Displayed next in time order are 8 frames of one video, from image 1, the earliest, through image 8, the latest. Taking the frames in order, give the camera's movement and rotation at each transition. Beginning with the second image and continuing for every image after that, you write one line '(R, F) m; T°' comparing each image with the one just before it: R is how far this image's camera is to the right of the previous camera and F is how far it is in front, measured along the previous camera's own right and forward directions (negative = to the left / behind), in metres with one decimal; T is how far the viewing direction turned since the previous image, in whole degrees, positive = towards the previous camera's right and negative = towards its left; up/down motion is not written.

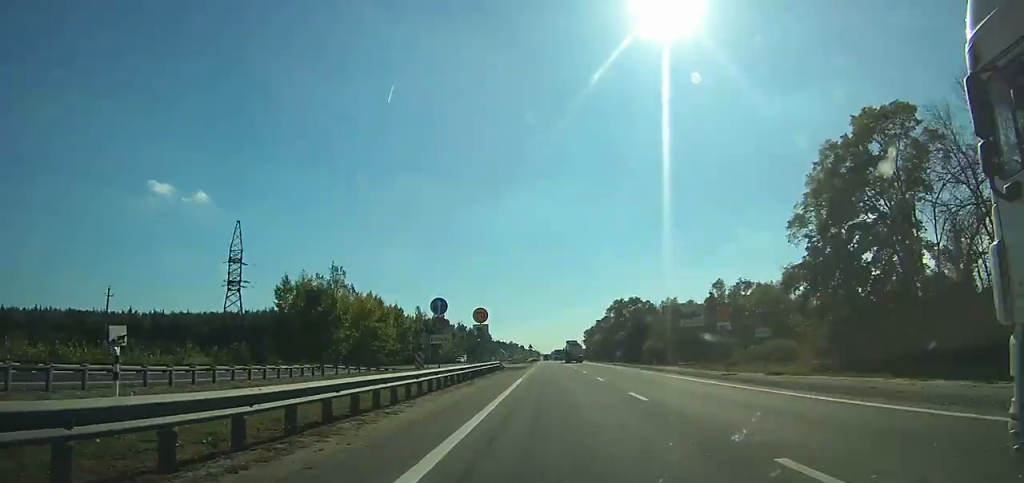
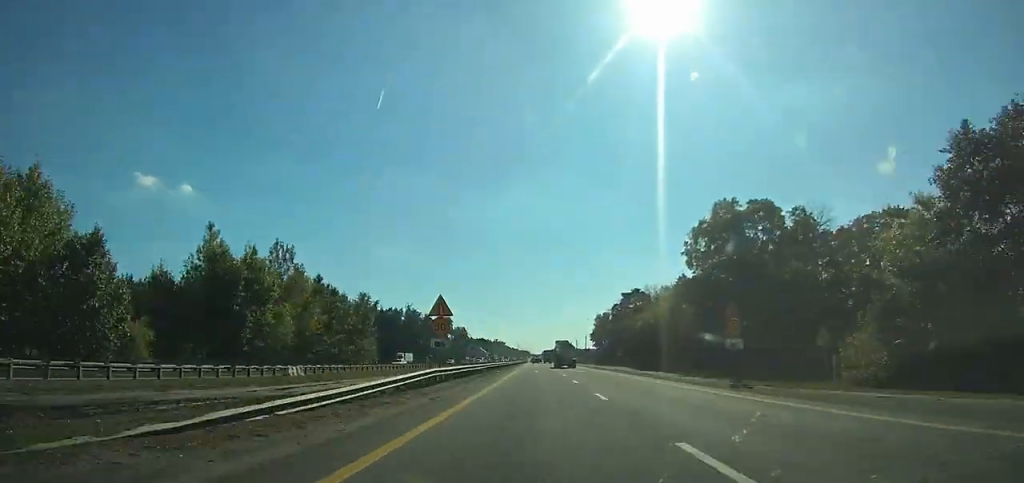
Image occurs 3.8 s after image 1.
(+0.5, +101.7) m; +1°
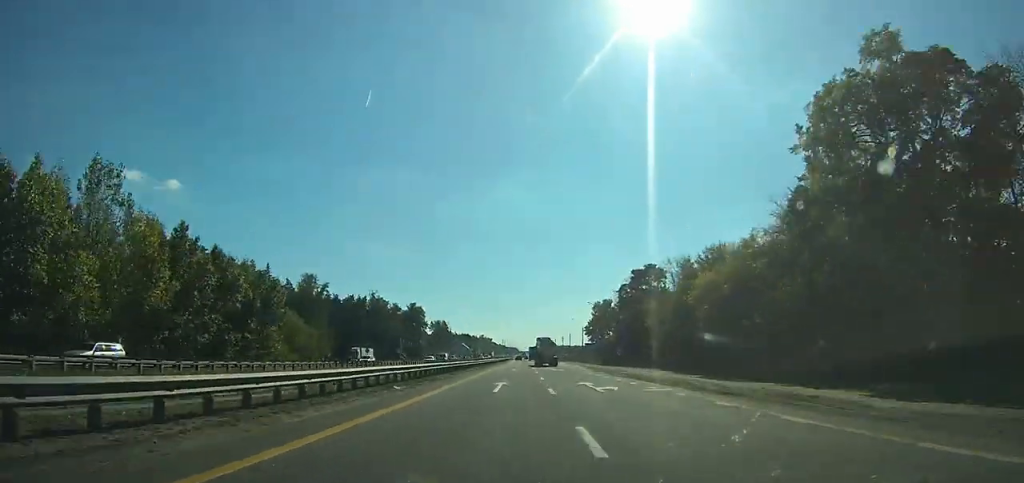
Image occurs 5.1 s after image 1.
(+0.1, +33.7) m; 0°
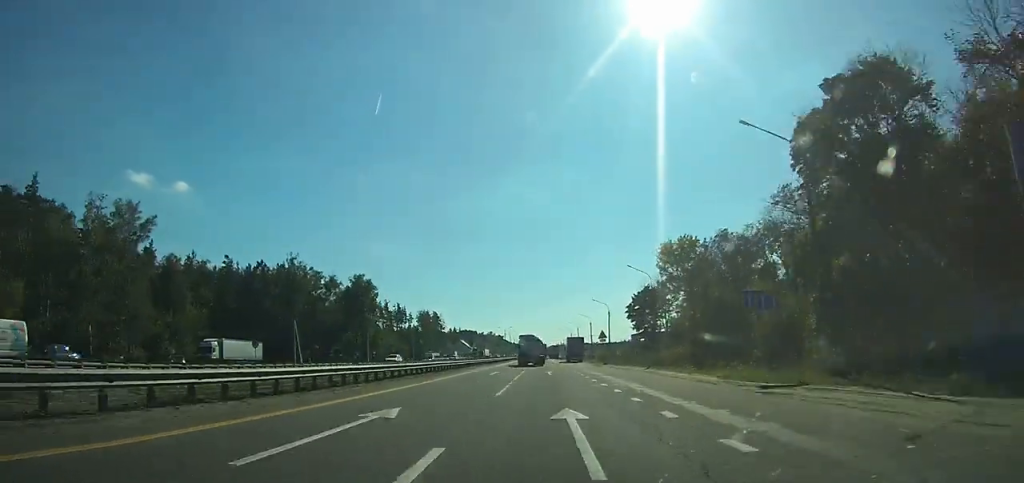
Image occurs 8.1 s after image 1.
(+0.1, +75.9) m; 0°
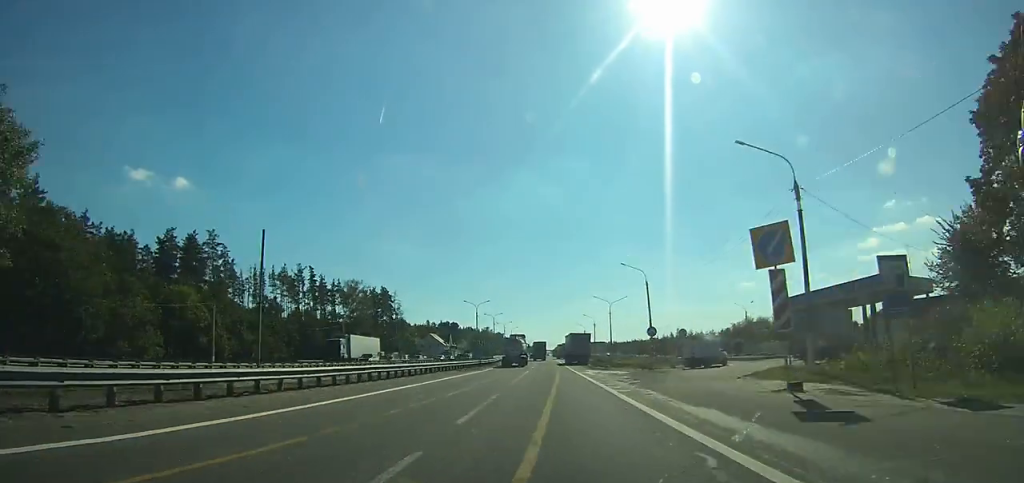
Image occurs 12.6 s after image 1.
(-1.1, +103.5) m; -1°
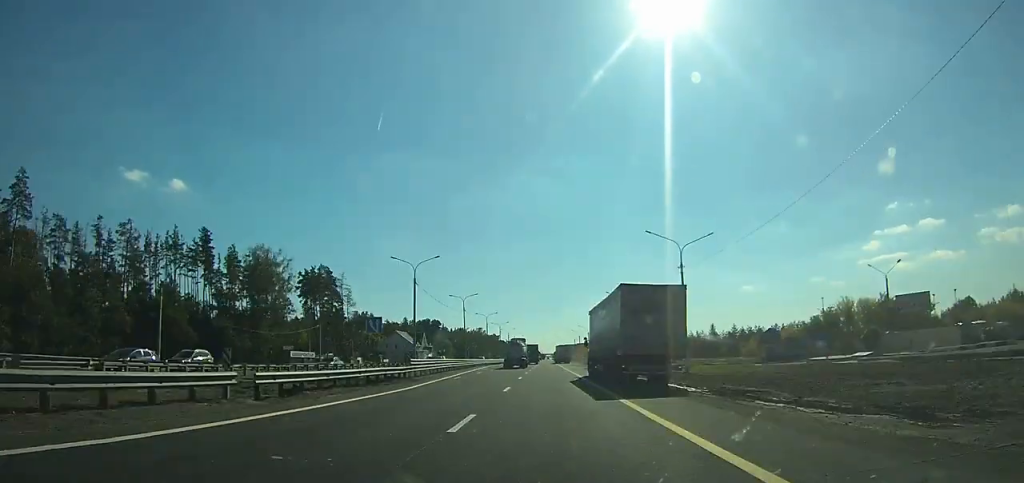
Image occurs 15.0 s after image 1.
(-0.1, +50.1) m; 0°
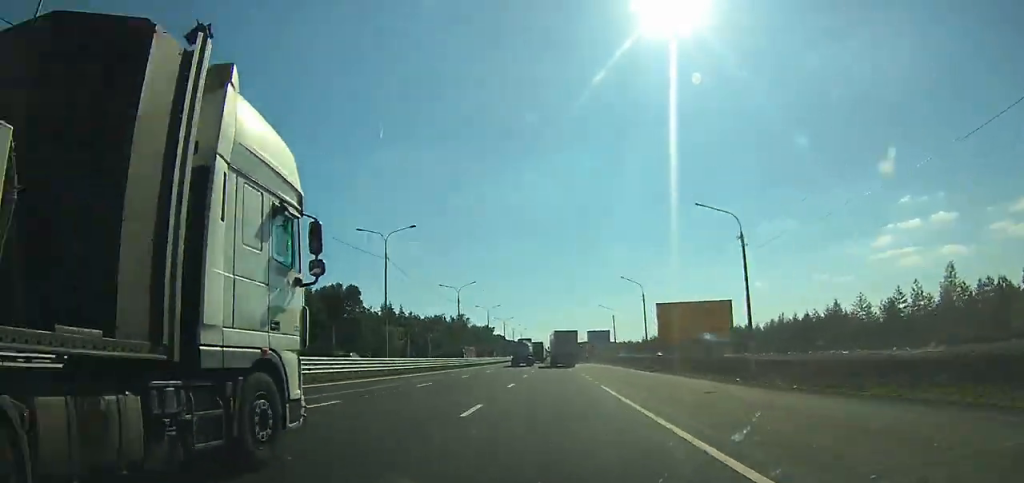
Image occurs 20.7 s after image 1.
(-0.5, +113.9) m; -1°
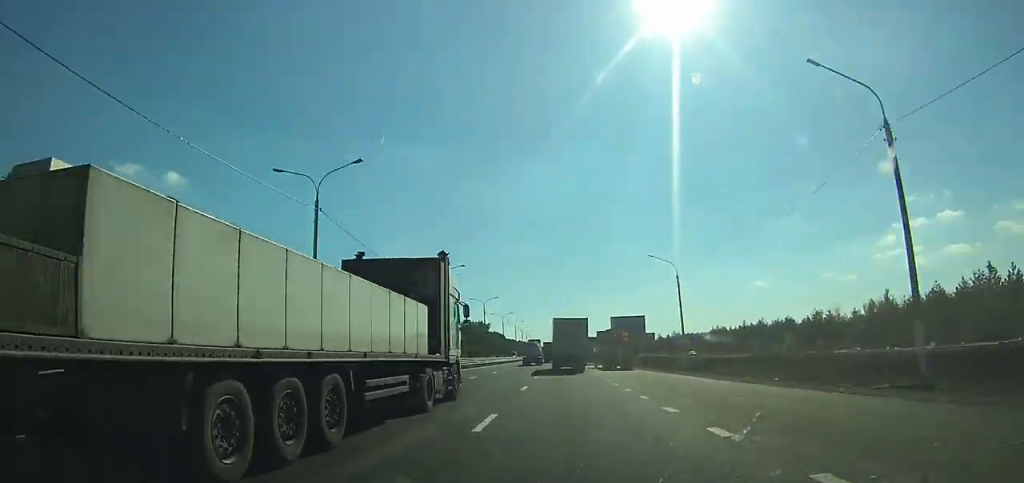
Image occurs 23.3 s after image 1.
(-0.4, +53.2) m; -1°
